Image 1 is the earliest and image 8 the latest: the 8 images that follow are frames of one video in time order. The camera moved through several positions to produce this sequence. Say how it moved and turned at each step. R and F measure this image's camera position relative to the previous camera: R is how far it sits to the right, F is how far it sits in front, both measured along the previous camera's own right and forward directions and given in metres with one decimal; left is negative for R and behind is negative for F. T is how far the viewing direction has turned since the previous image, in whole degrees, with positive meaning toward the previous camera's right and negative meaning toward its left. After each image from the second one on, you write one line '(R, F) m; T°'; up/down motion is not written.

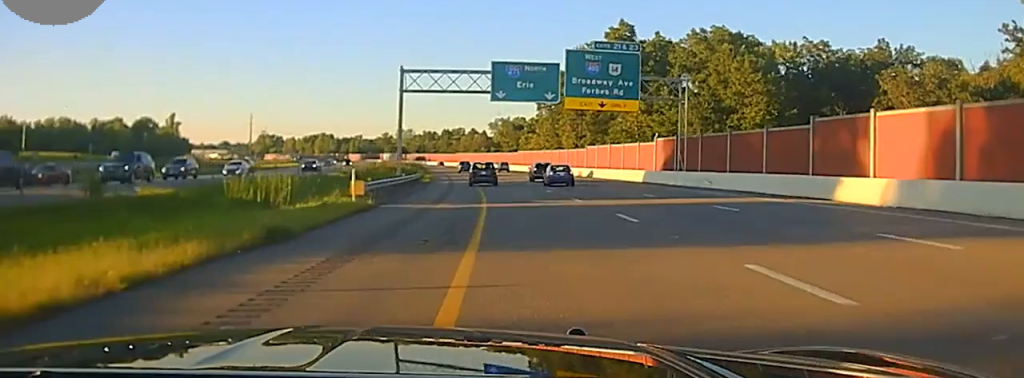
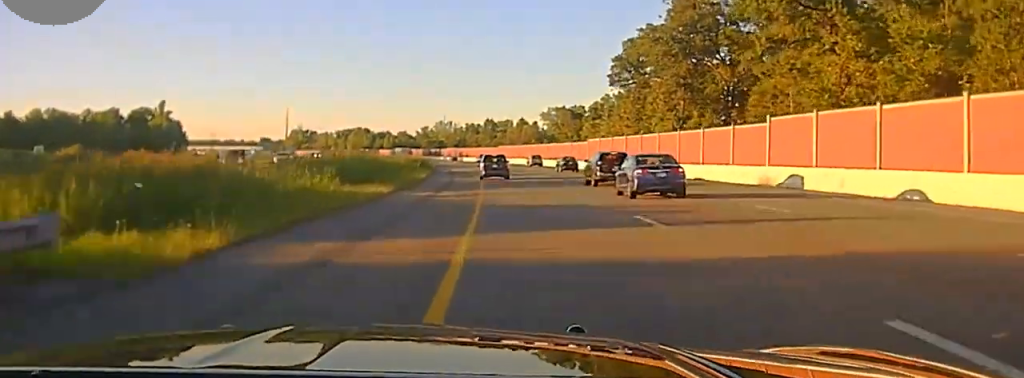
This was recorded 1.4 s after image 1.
(-0.9, +65.3) m; -1°
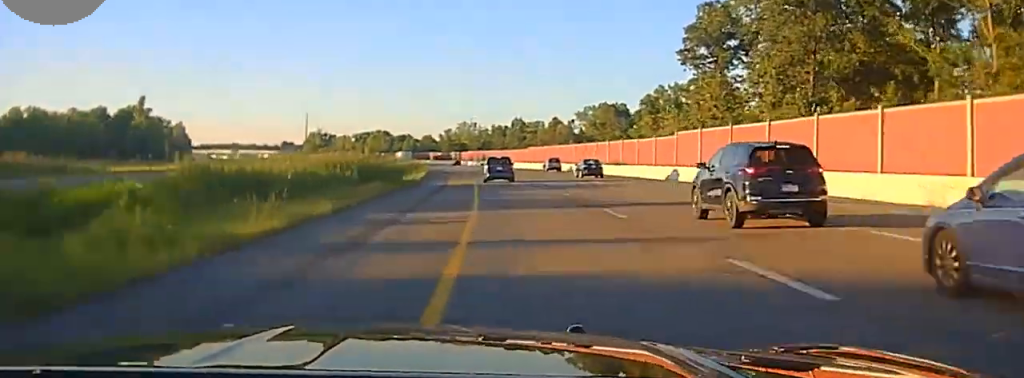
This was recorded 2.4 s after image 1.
(-0.2, +44.9) m; -3°
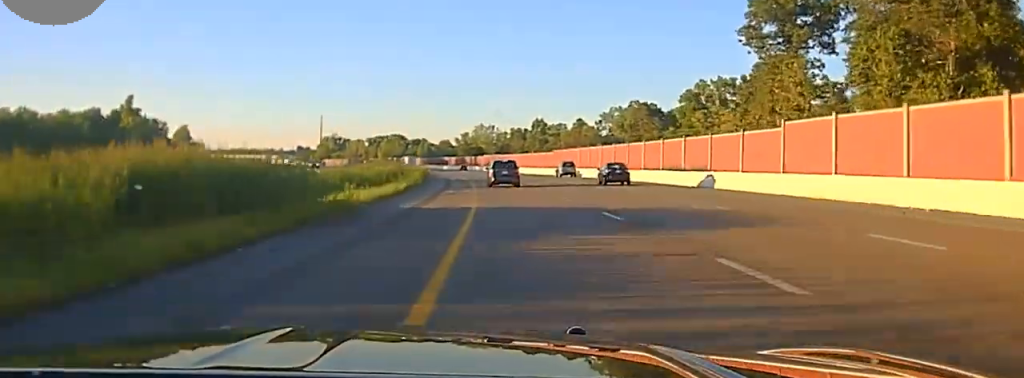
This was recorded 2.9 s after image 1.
(-1.0, +26.5) m; -2°
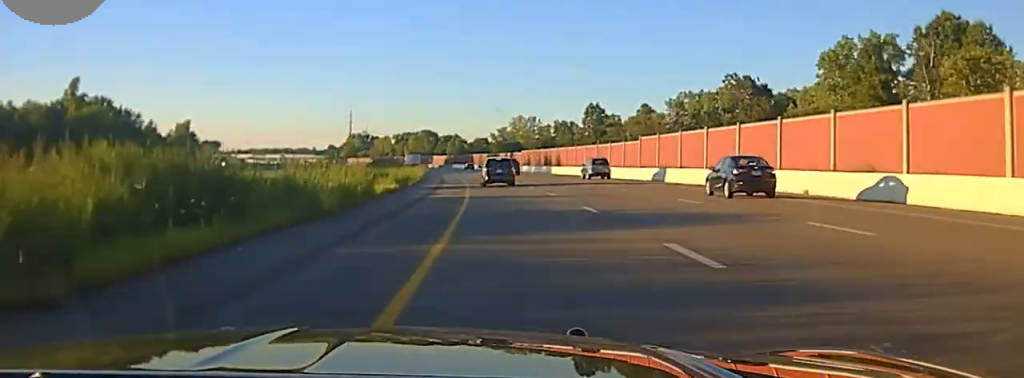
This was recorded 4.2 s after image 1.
(-1.8, +59.2) m; -4°
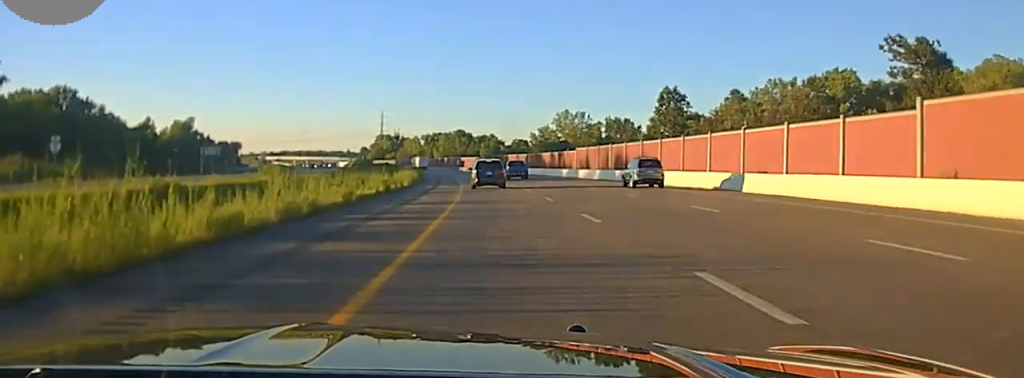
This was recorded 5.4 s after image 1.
(-2.2, +55.9) m; -3°
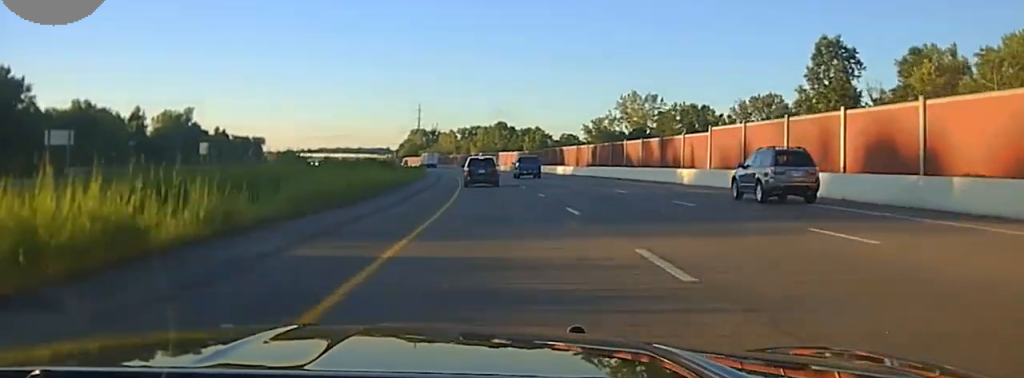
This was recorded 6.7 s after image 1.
(-0.2, +62.5) m; 0°
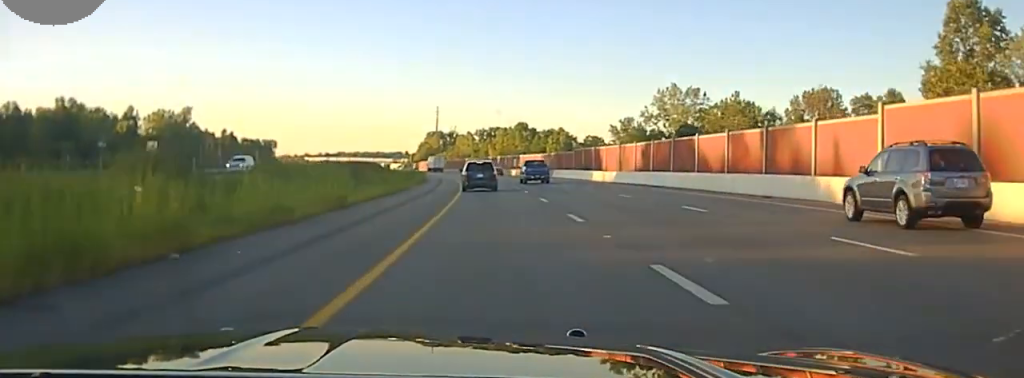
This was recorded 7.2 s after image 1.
(+0.1, +25.6) m; -1°
